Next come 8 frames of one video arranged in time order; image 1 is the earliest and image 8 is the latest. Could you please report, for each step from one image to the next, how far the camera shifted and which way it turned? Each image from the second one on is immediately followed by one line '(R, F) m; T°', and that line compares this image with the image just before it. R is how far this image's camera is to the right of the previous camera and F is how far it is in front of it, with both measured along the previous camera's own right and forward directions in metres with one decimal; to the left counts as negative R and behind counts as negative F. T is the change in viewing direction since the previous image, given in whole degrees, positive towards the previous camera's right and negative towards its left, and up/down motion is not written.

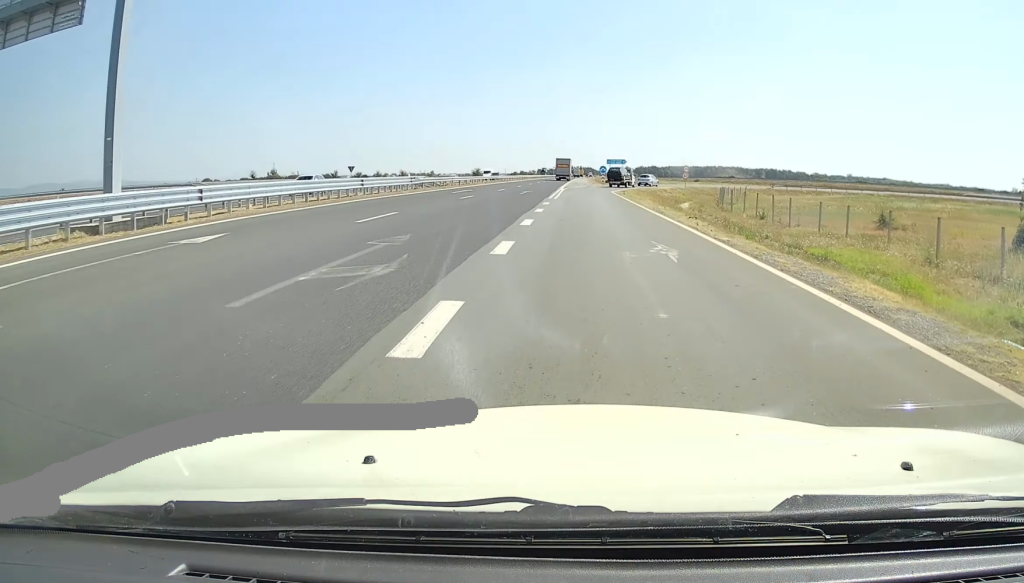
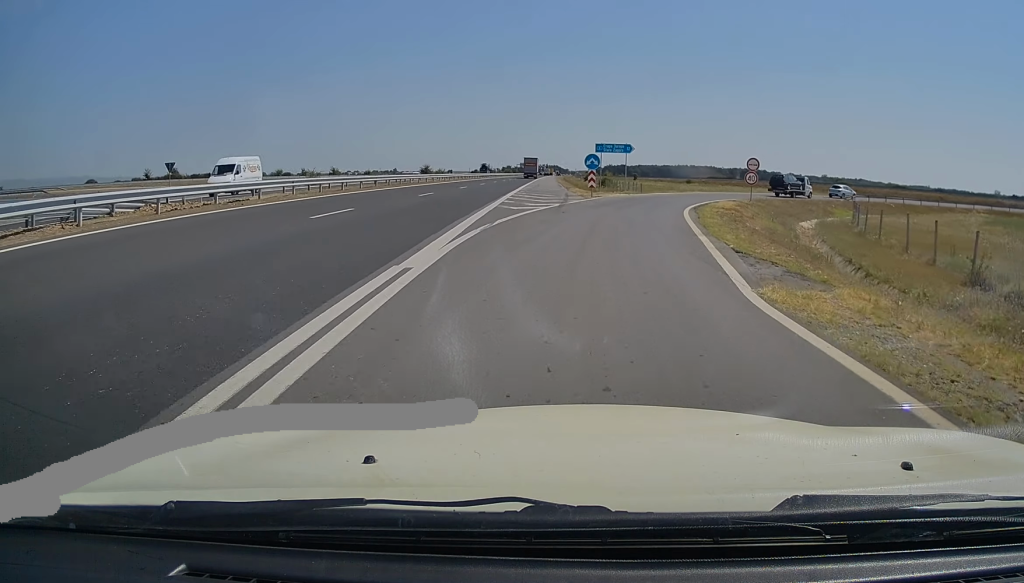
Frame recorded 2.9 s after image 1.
(+1.2, +45.9) m; +4°
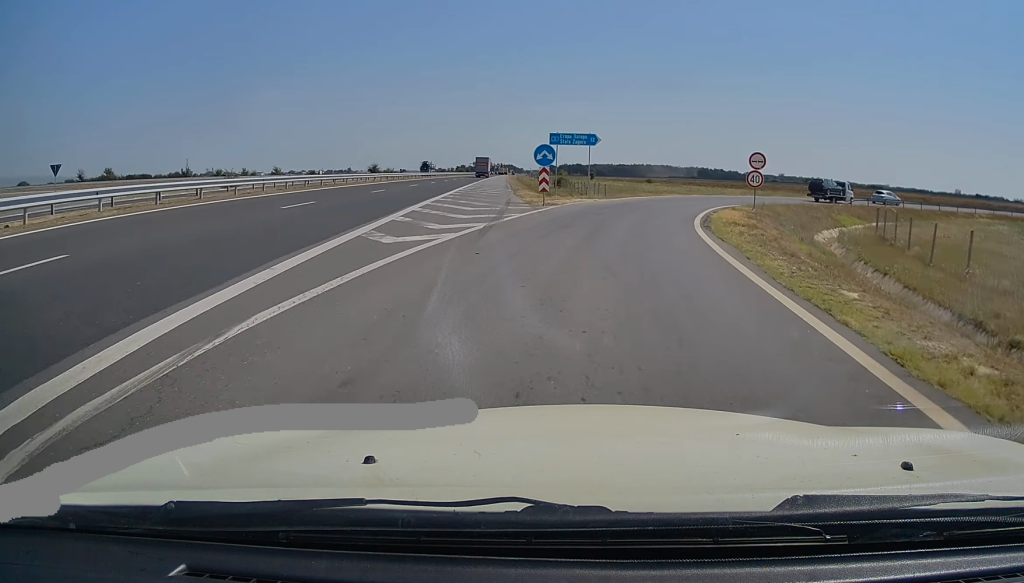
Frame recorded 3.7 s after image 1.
(+0.2, +11.5) m; +1°
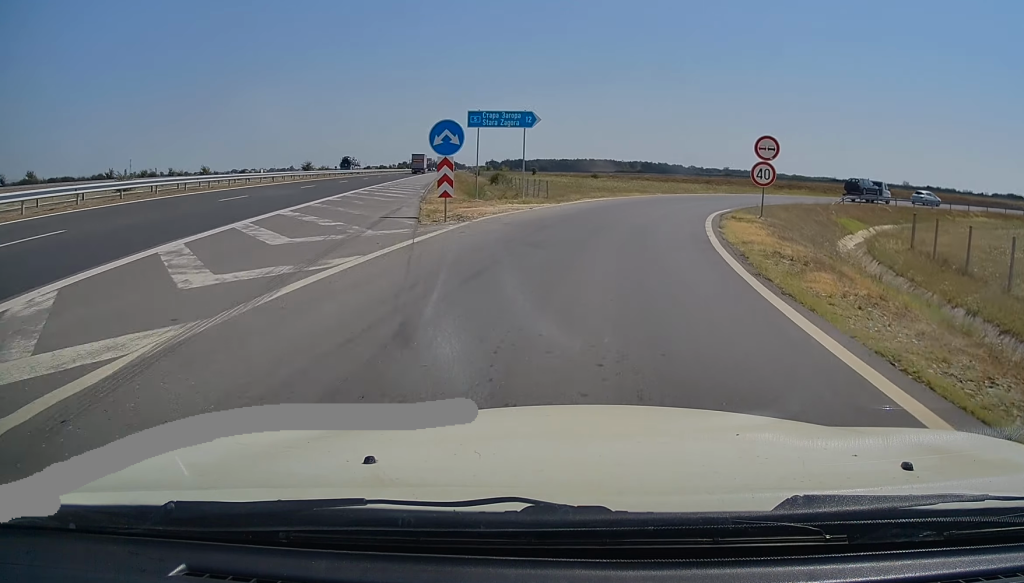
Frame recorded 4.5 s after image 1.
(0.0, +11.3) m; +4°
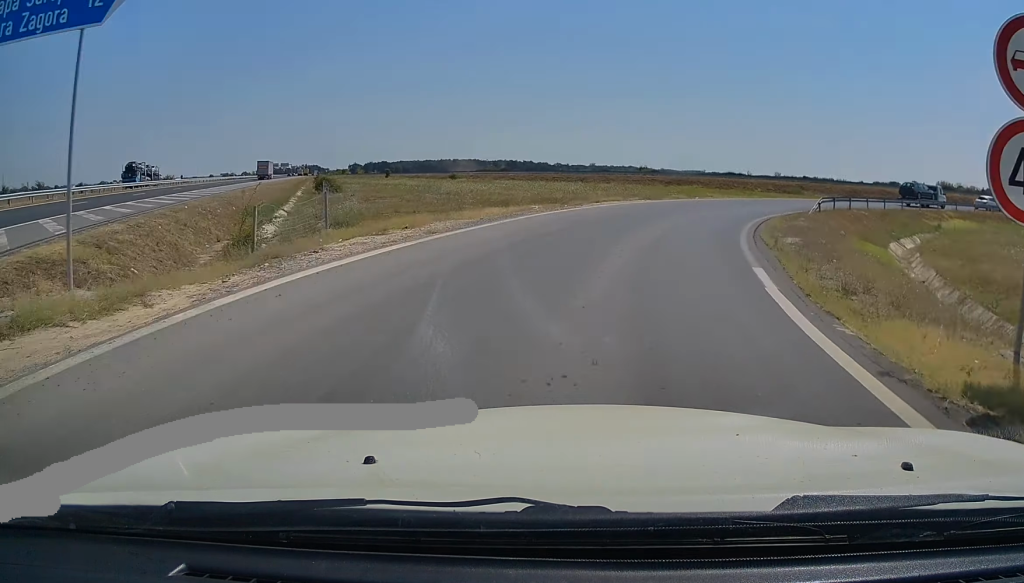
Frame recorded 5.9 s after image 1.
(+2.0, +20.2) m; +12°
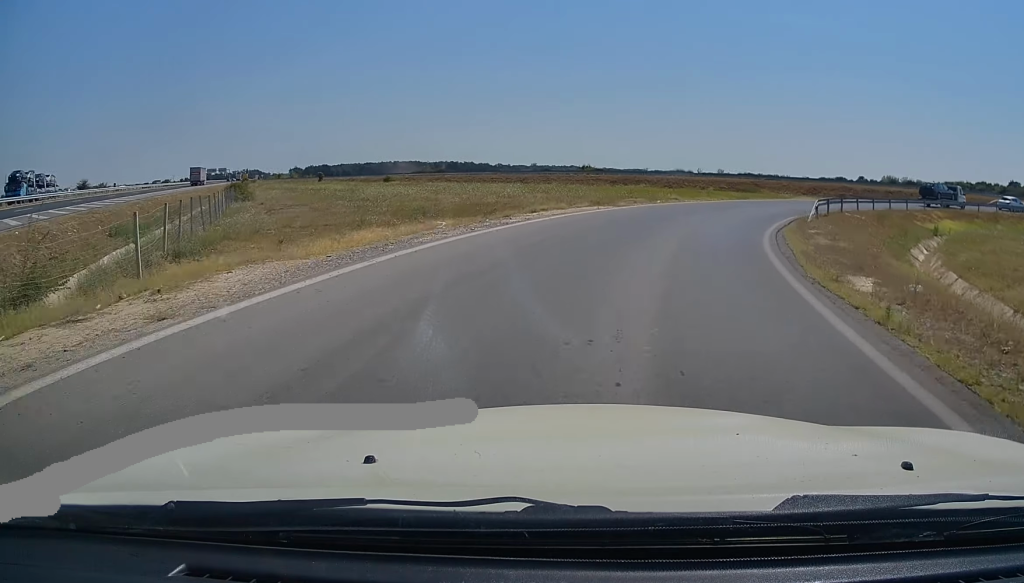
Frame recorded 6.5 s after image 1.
(+0.3, +7.8) m; +4°
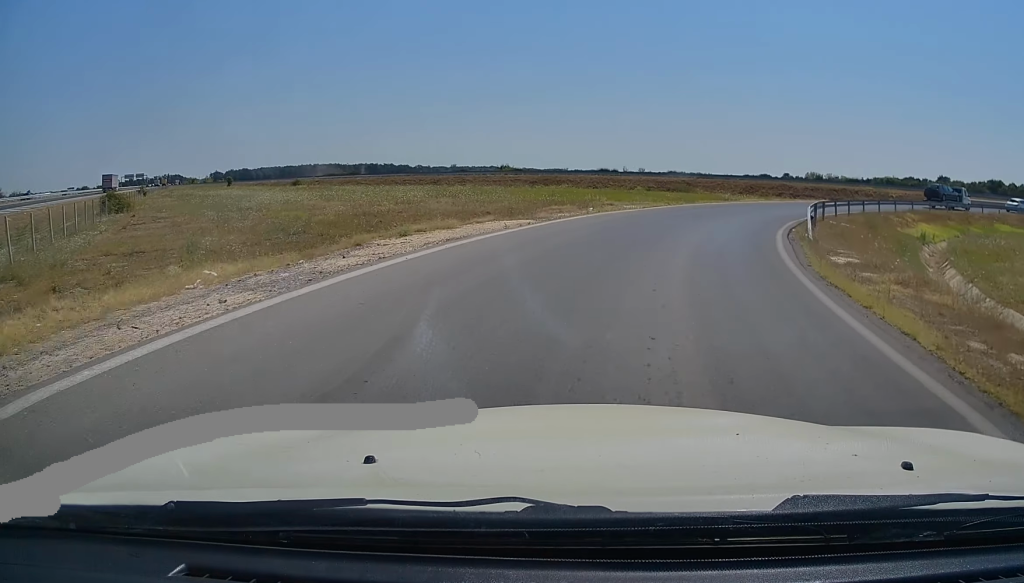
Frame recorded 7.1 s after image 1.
(+0.4, +8.2) m; +5°
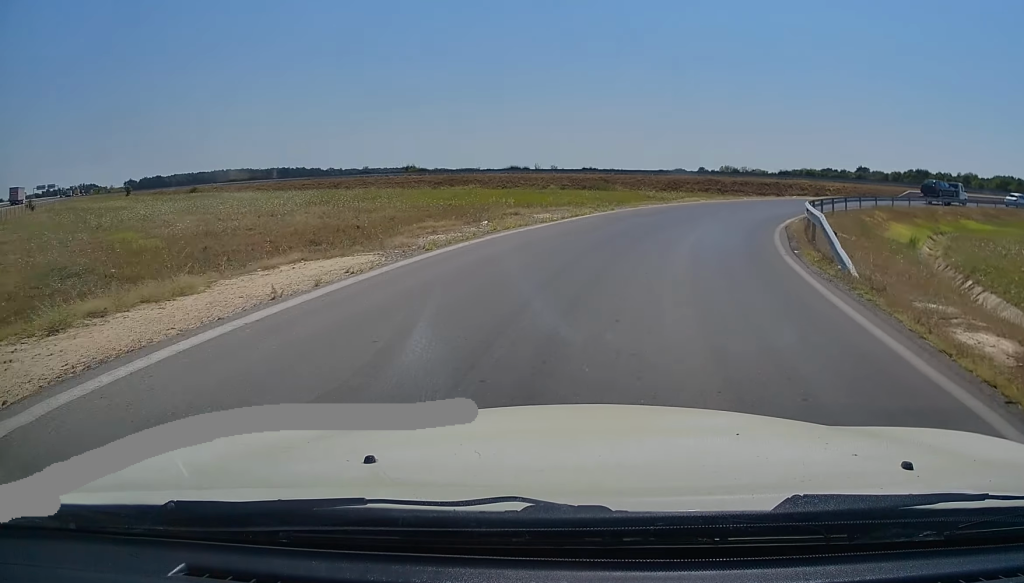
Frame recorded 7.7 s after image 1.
(+0.1, +8.2) m; +6°
